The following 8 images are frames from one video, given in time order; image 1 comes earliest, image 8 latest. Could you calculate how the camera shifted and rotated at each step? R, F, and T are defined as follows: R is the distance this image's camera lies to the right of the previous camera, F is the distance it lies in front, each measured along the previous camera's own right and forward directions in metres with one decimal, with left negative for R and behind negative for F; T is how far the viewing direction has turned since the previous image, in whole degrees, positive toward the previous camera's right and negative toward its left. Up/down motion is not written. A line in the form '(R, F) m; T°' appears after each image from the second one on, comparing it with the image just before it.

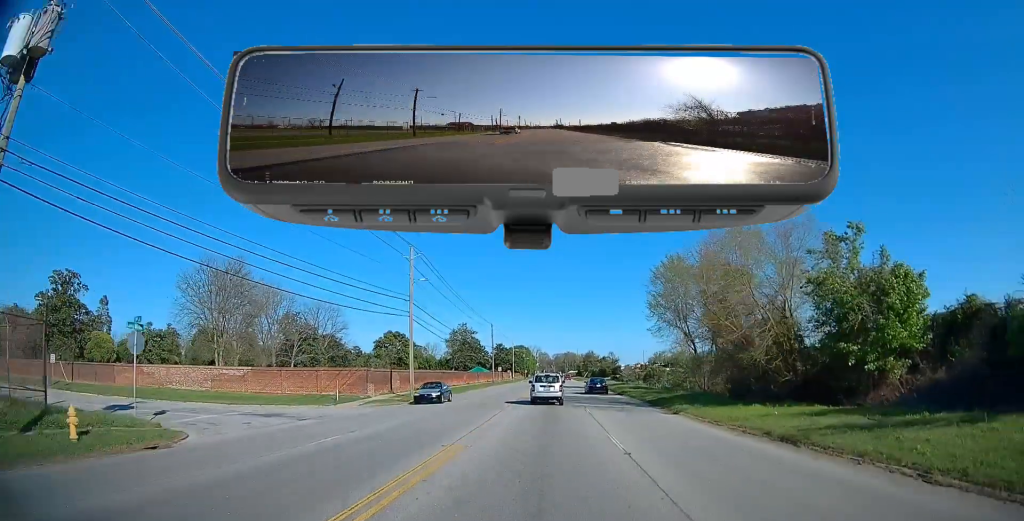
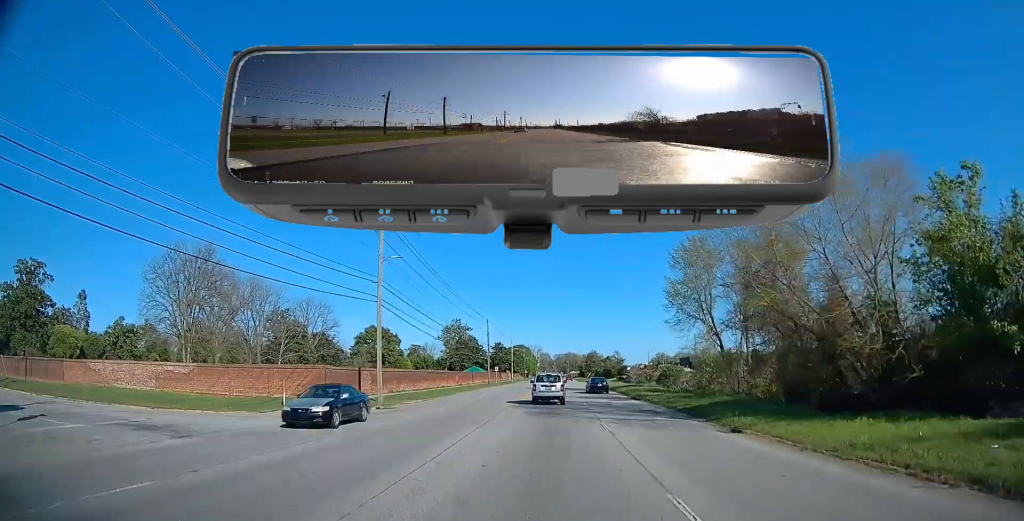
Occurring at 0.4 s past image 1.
(0.0, +8.1) m; 0°
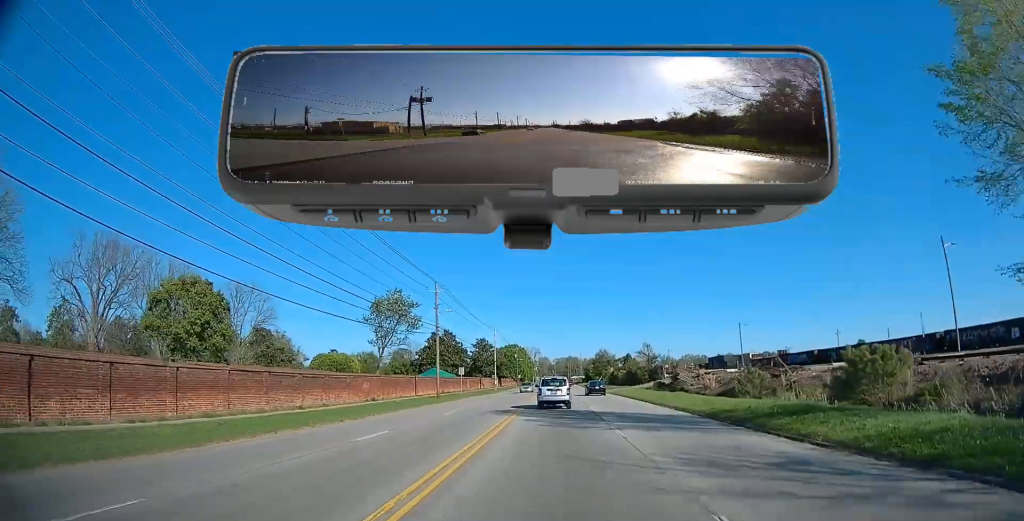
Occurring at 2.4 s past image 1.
(0.0, +37.5) m; 0°
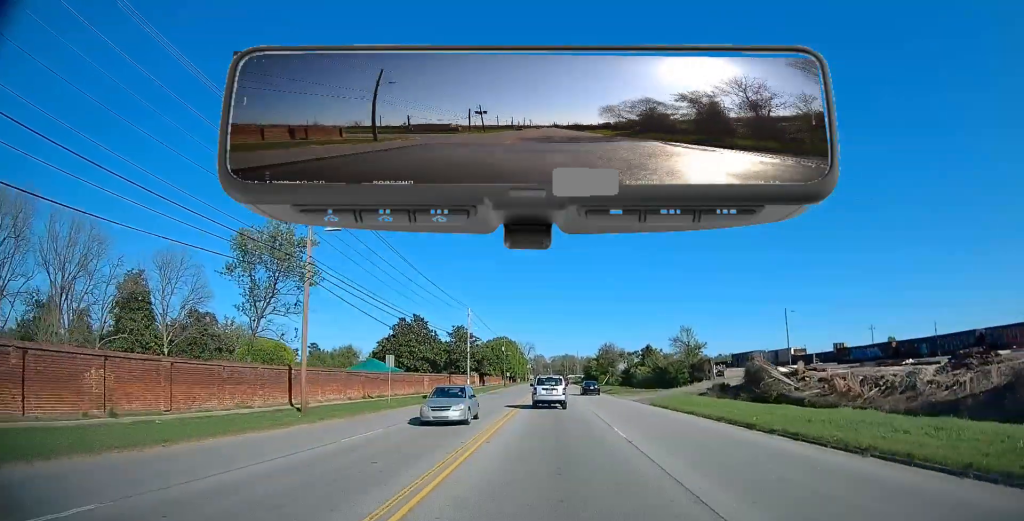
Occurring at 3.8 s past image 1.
(0.0, +25.4) m; 0°
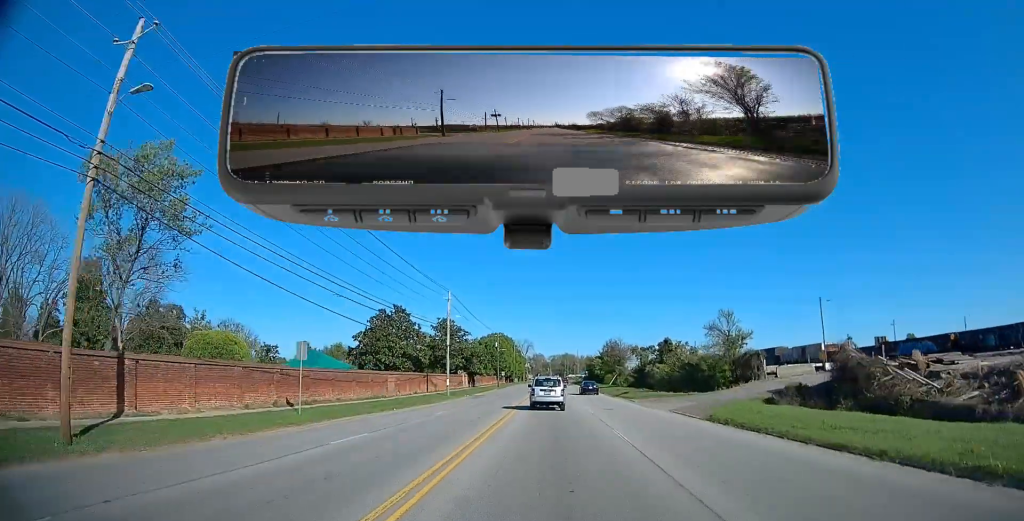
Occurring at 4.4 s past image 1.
(0.0, +12.8) m; 0°
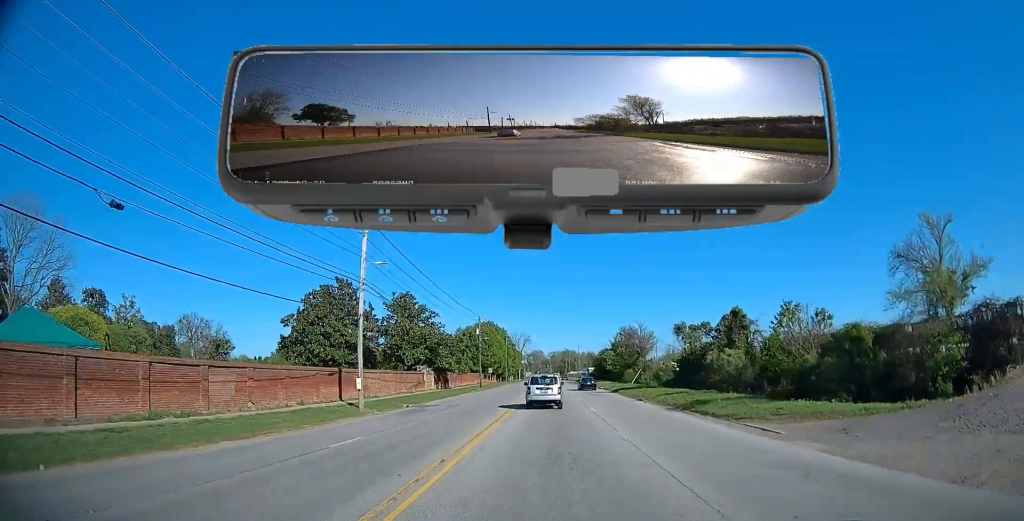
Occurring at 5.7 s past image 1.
(-0.1, +25.1) m; 0°
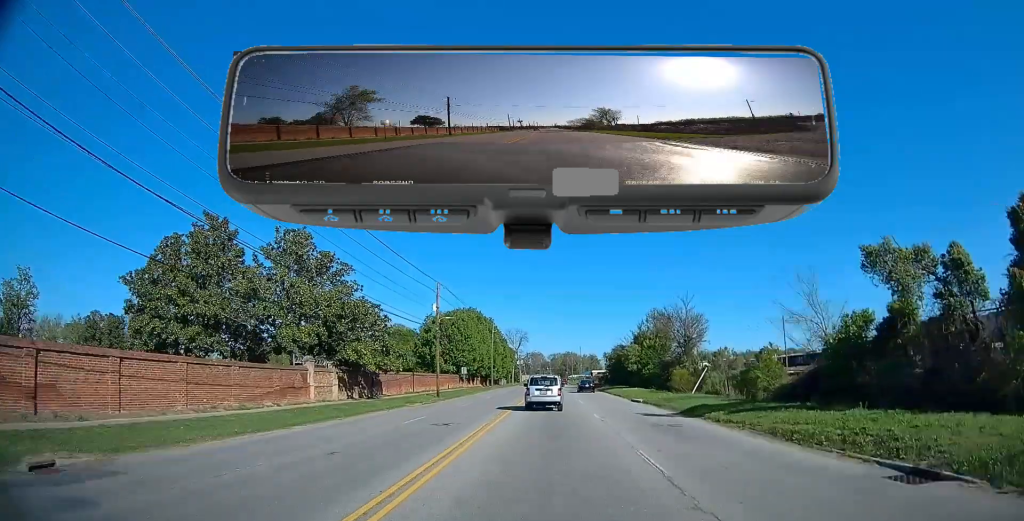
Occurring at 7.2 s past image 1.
(0.0, +28.6) m; 0°
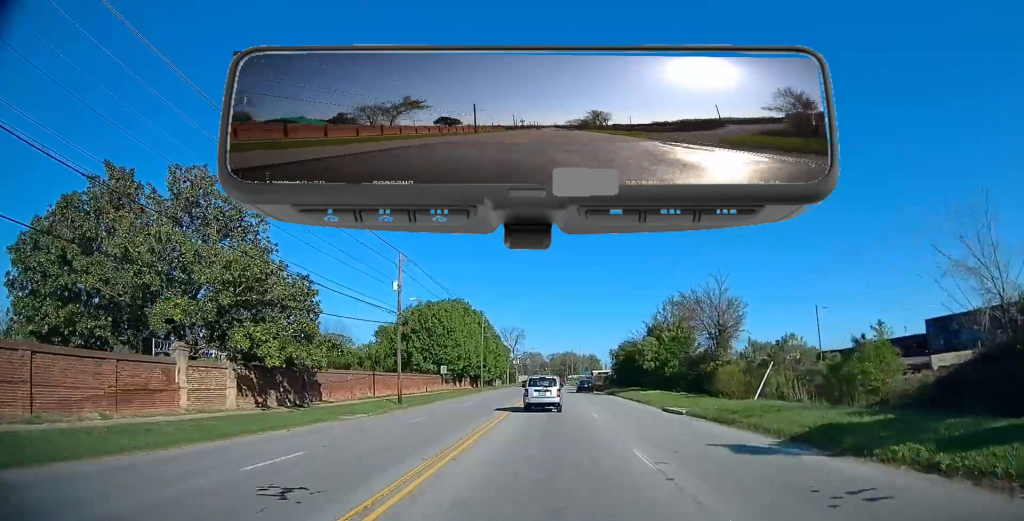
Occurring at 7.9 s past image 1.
(0.0, +12.0) m; 0°
